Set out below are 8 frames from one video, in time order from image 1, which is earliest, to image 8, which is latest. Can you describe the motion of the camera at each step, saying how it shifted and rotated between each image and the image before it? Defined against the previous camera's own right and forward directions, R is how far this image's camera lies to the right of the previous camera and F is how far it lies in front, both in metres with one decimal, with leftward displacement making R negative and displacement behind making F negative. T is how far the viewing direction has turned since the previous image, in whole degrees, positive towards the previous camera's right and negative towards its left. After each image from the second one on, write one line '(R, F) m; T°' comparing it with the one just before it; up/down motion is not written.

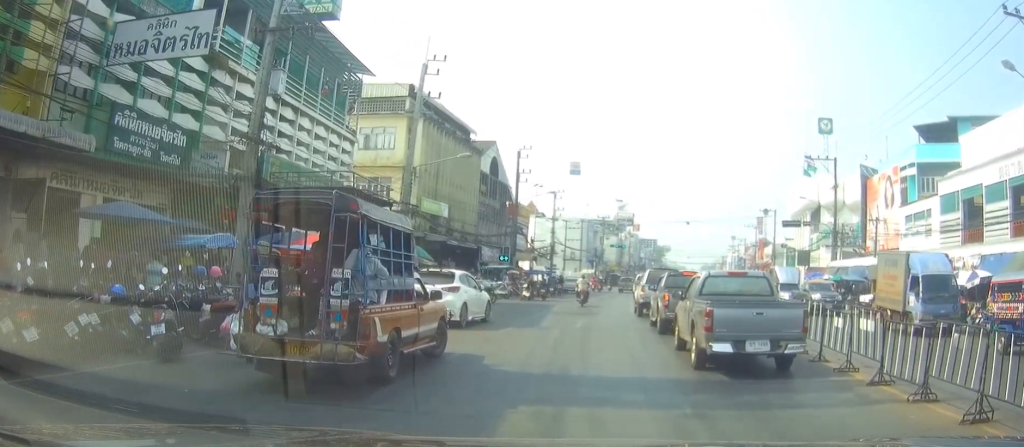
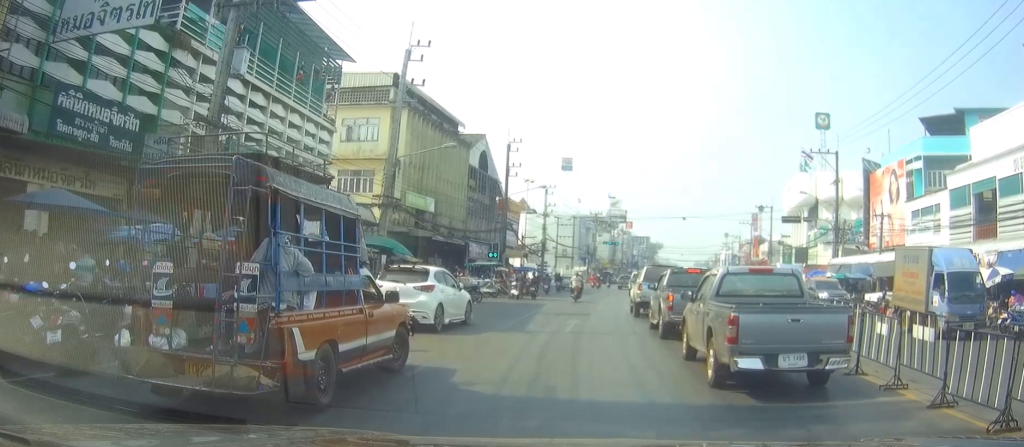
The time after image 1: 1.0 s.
(+0.1, +2.4) m; +4°
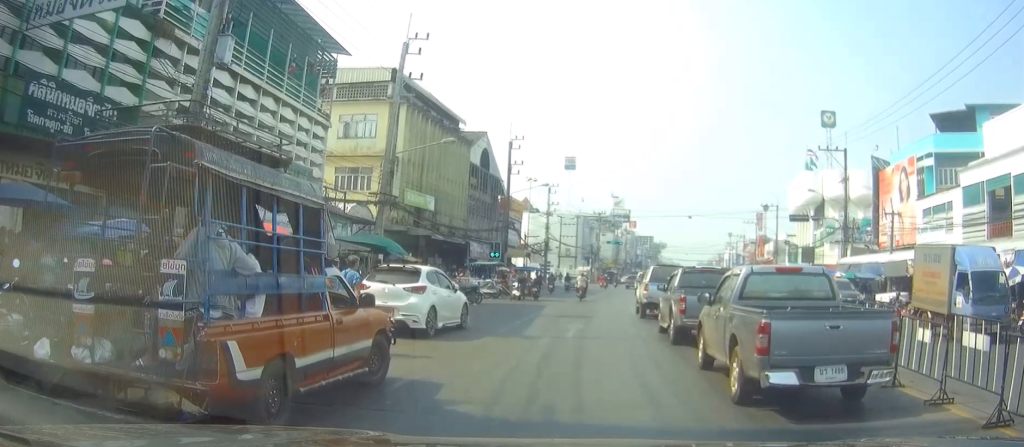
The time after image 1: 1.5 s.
(0.0, +1.3) m; +1°
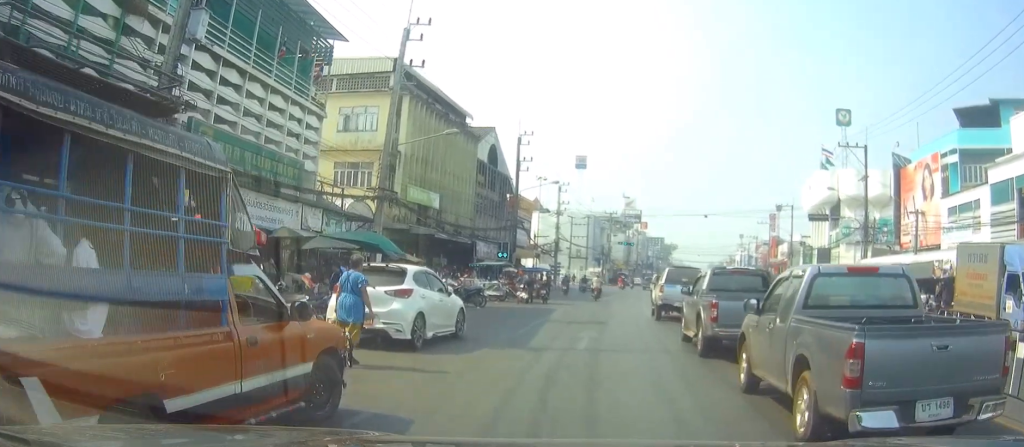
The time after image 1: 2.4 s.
(0.0, +2.2) m; 0°
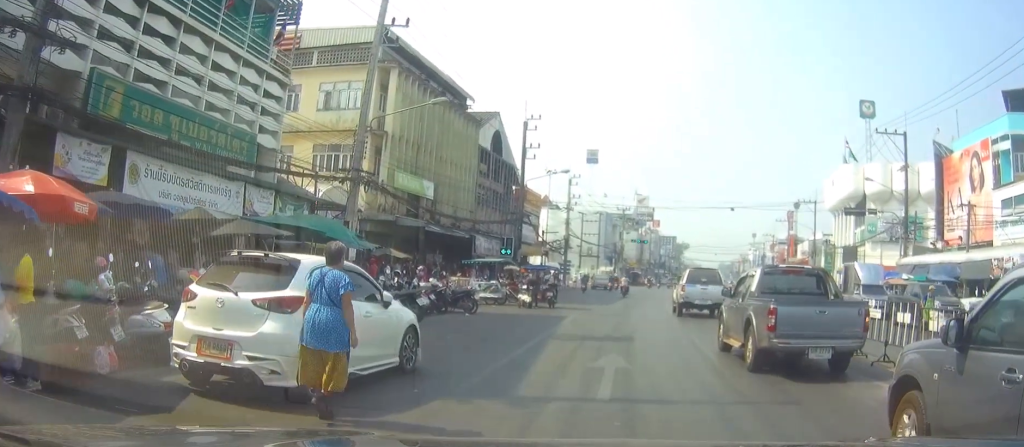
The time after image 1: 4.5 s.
(0.0, +5.4) m; +3°
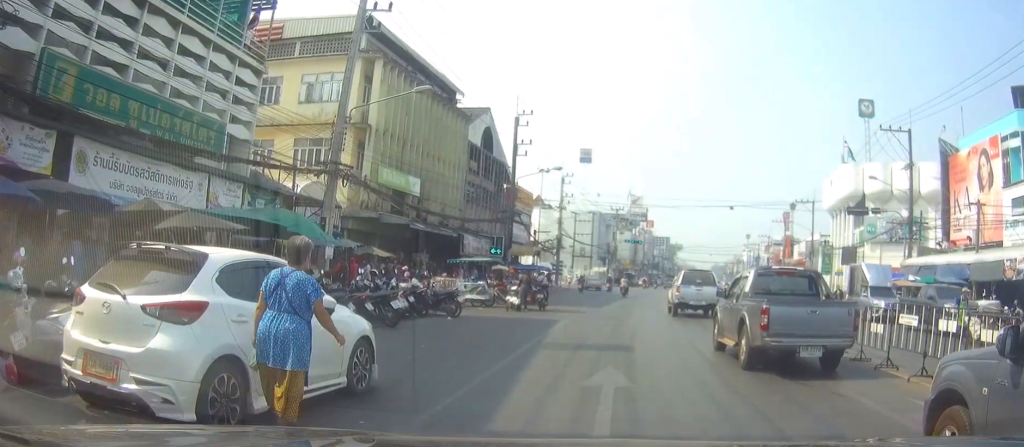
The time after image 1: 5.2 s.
(+0.1, +1.8) m; +3°
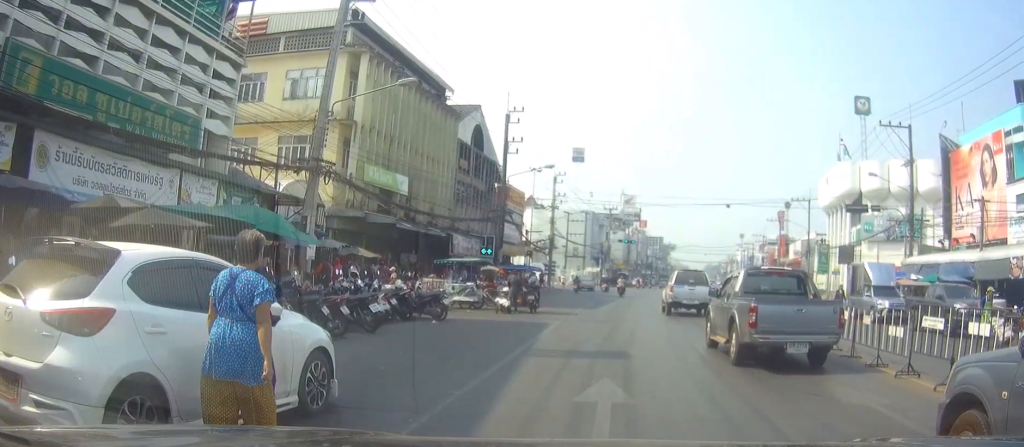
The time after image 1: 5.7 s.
(0.0, +1.2) m; +1°
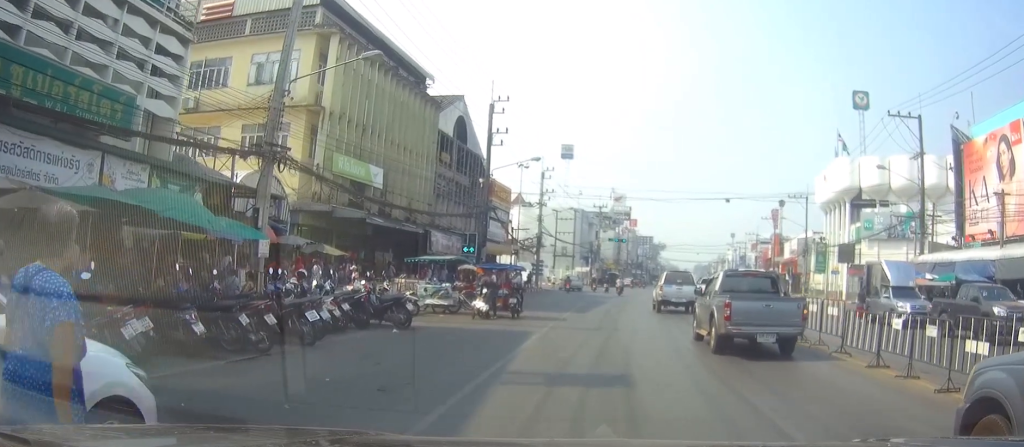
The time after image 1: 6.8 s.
(+0.1, +3.1) m; 0°
